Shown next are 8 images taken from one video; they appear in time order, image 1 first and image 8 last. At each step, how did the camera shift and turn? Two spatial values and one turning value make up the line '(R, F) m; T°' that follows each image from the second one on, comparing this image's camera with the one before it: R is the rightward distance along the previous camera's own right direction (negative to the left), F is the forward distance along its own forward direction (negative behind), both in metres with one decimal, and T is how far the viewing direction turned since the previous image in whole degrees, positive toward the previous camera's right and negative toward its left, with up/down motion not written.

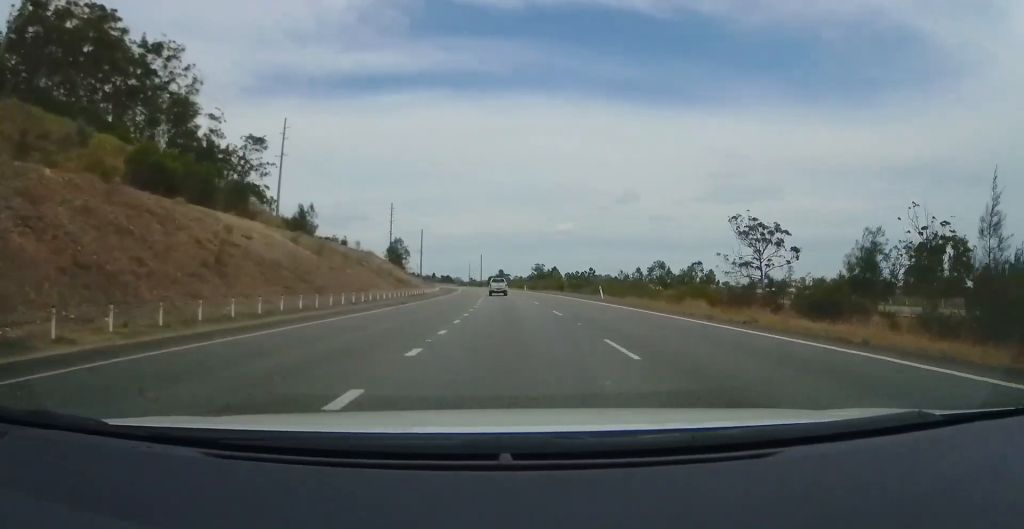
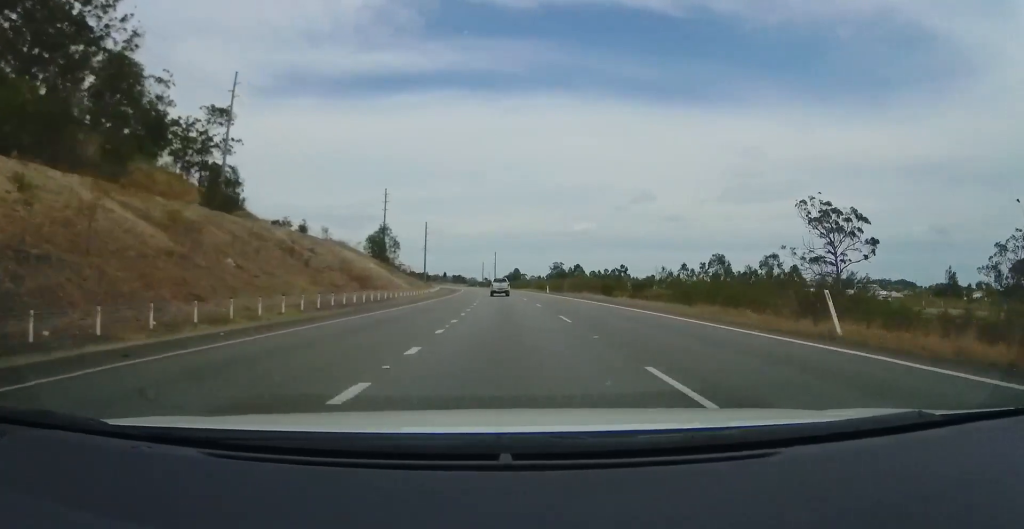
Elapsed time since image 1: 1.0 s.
(-1.5, +28.2) m; -3°
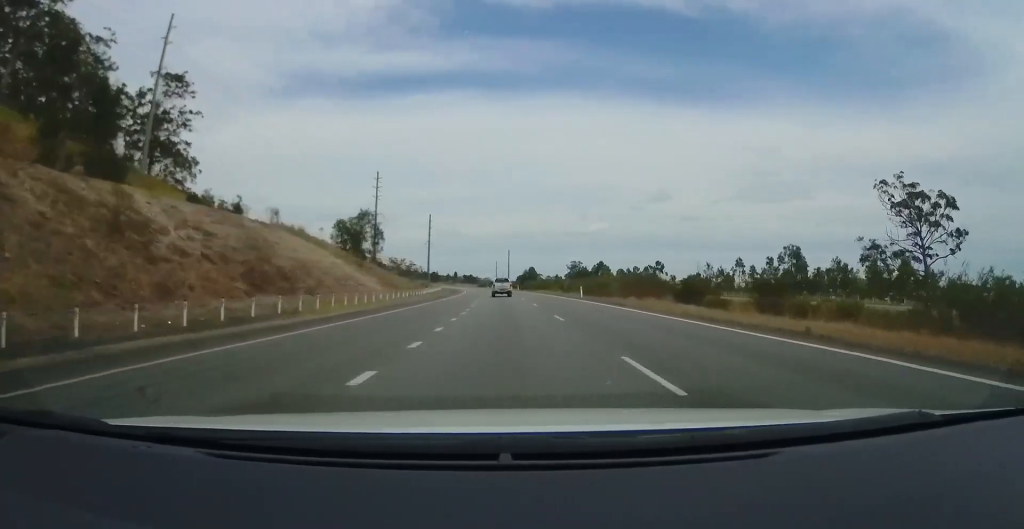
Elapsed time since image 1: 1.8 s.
(0.0, +23.6) m; 0°
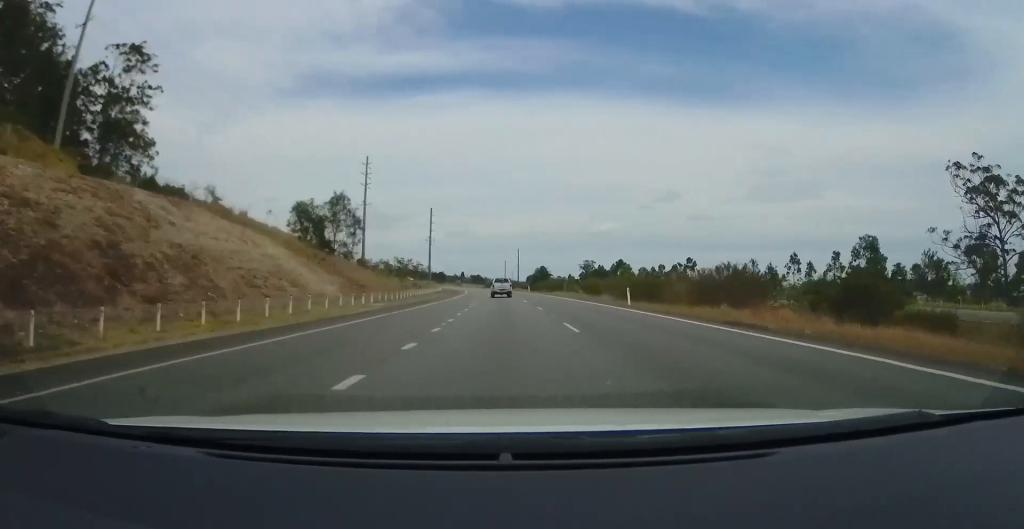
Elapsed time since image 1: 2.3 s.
(0.0, +16.5) m; -1°
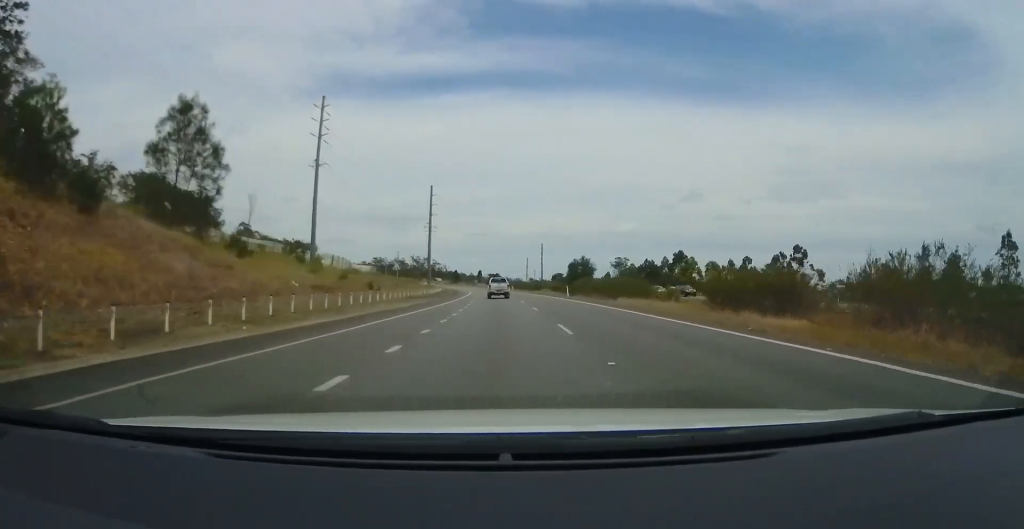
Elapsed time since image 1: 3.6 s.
(-0.7, +38.0) m; -1°
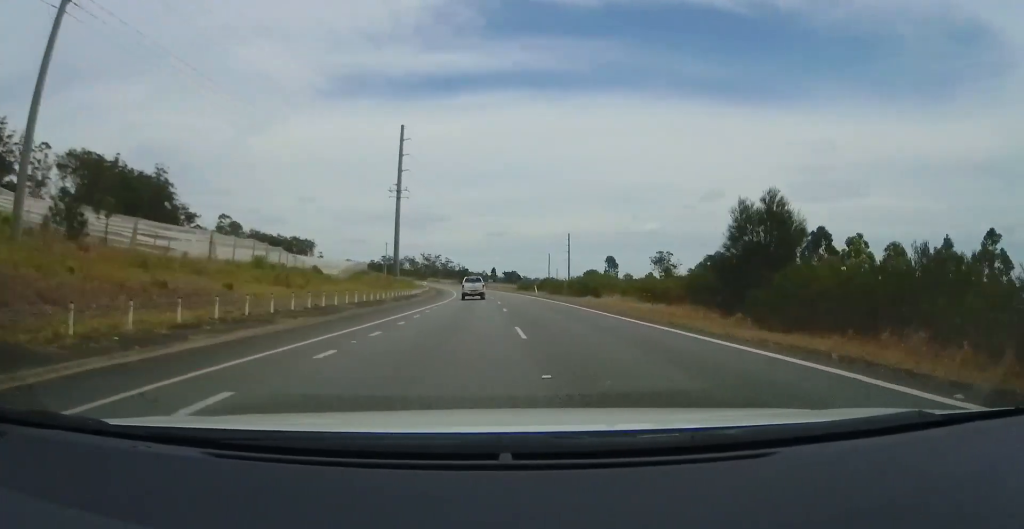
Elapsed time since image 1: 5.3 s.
(-0.2, +50.3) m; -2°
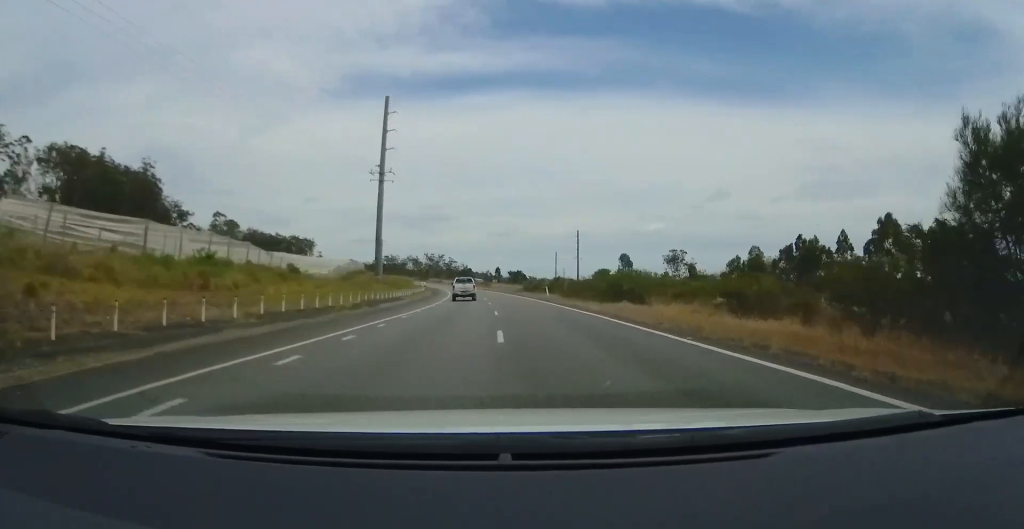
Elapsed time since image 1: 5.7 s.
(-0.2, +13.2) m; -1°
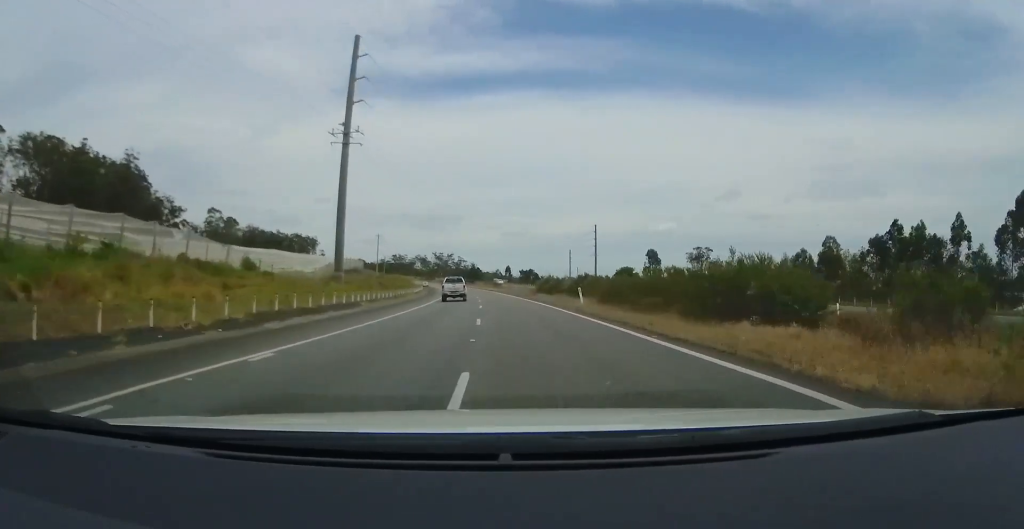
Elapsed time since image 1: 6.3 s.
(-0.3, +18.0) m; -1°
